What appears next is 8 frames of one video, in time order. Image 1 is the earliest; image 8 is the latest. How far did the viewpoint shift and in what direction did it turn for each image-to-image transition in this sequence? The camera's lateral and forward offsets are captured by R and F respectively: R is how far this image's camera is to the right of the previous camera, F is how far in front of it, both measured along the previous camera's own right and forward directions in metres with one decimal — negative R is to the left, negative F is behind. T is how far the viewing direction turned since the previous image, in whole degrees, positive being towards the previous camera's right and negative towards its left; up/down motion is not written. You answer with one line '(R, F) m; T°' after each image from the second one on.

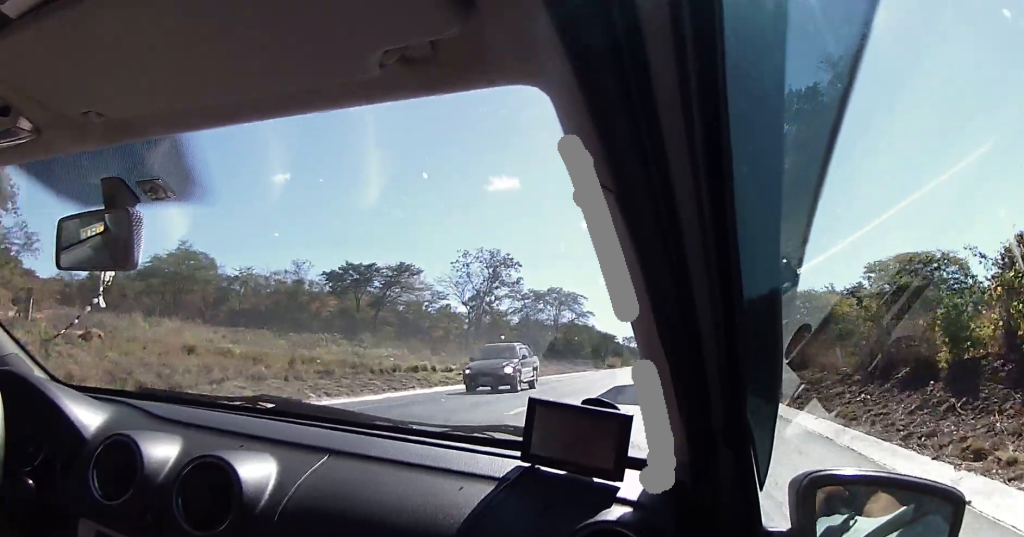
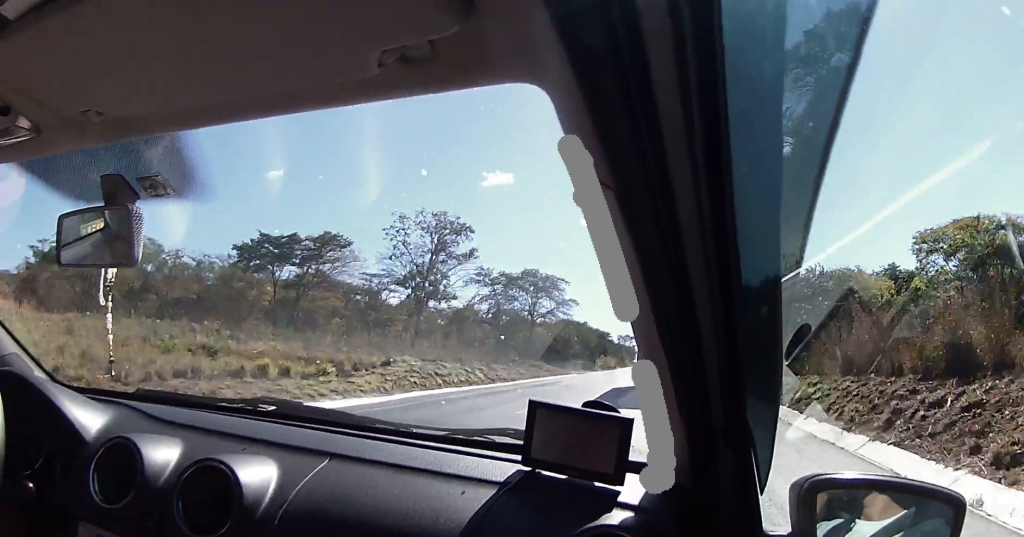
(-0.1, +14.5) m; -2°
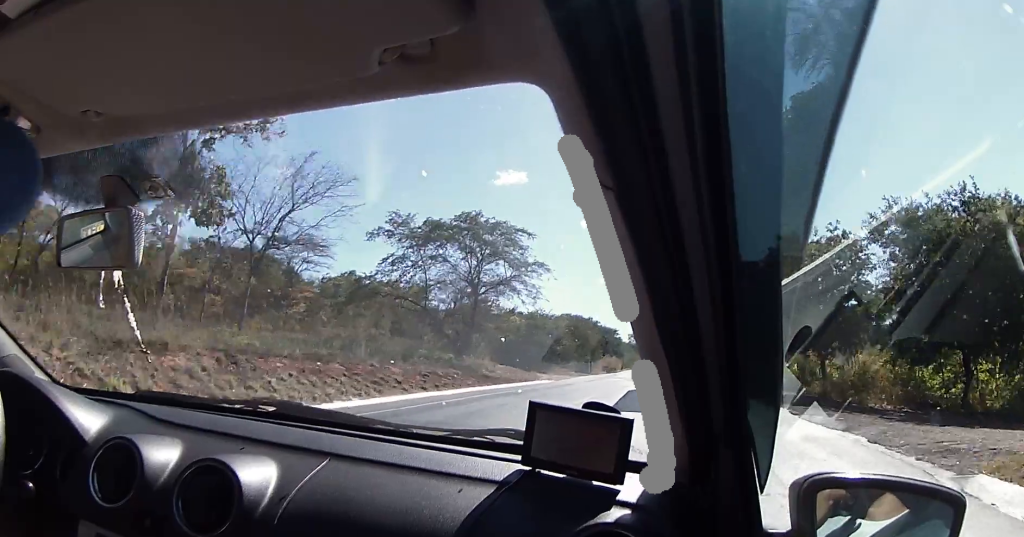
(-0.7, +27.1) m; -1°
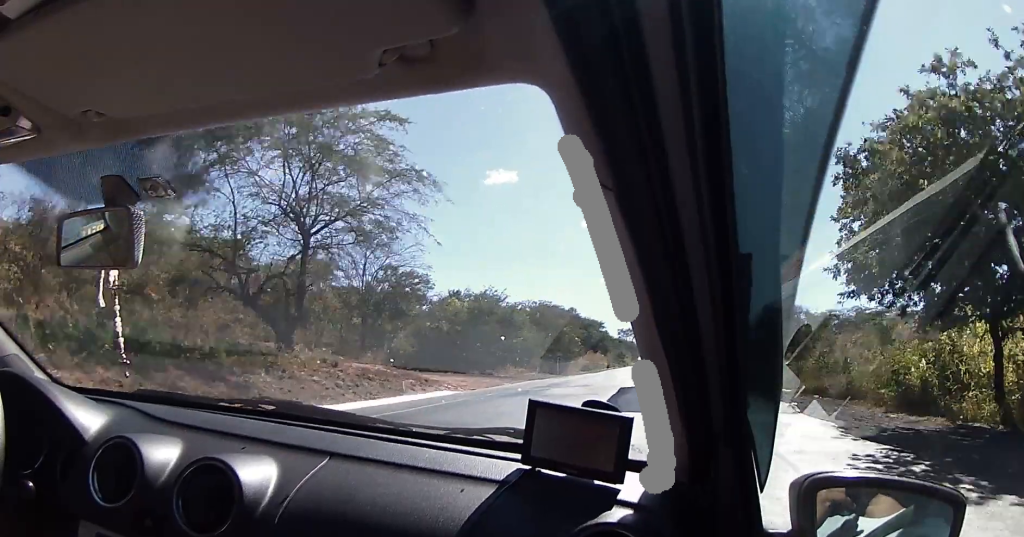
(+0.1, +22.0) m; 0°
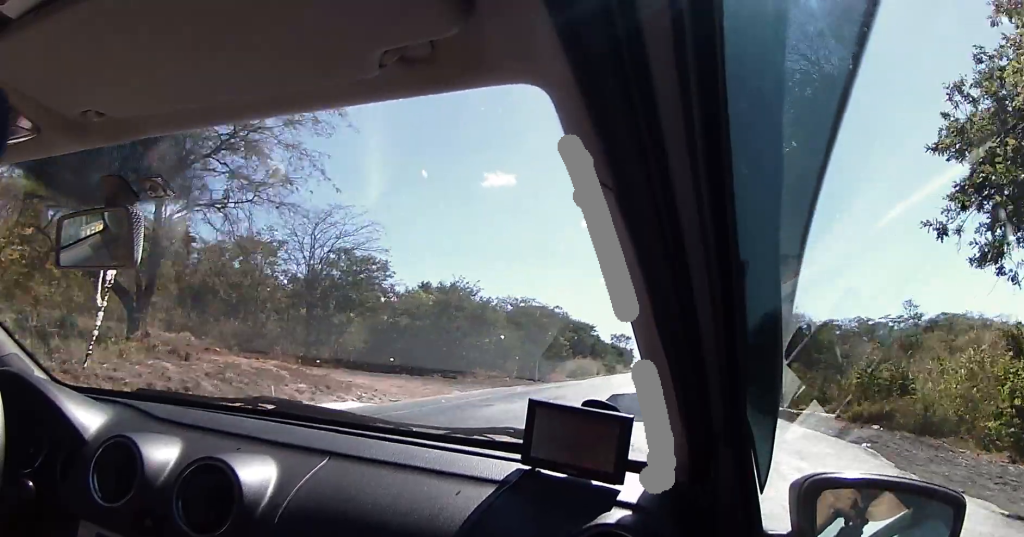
(-0.3, +8.1) m; 0°
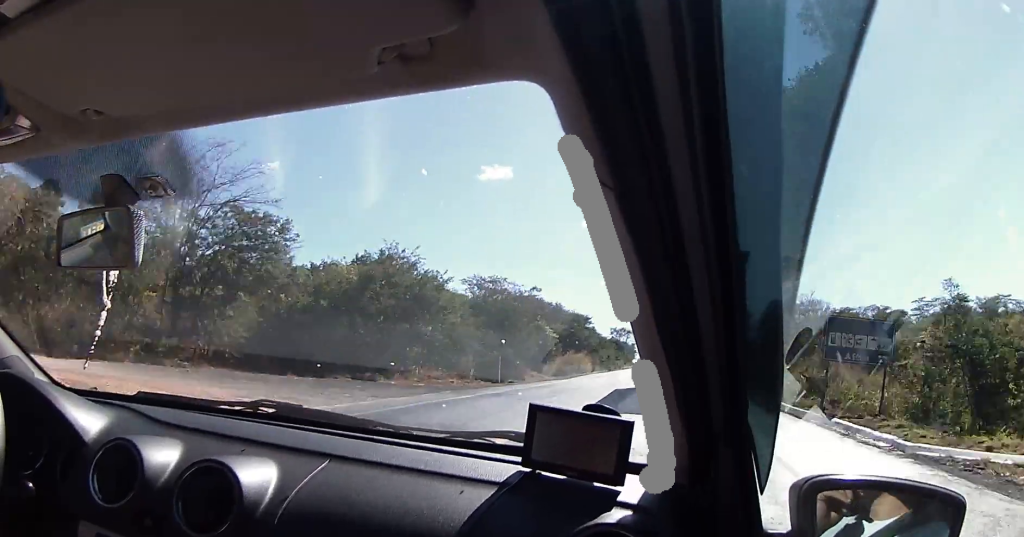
(+0.4, +14.2) m; +2°
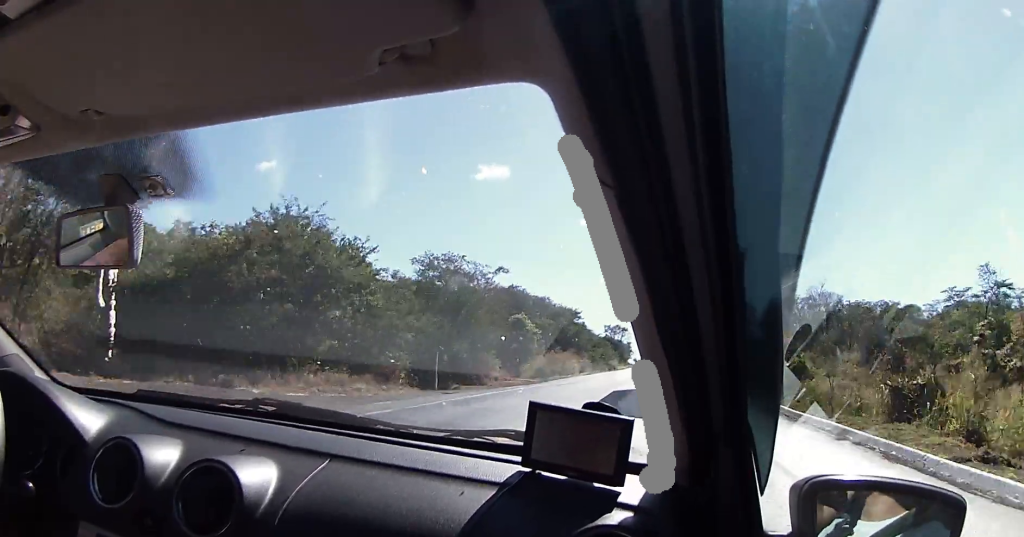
(+0.1, +11.7) m; +1°
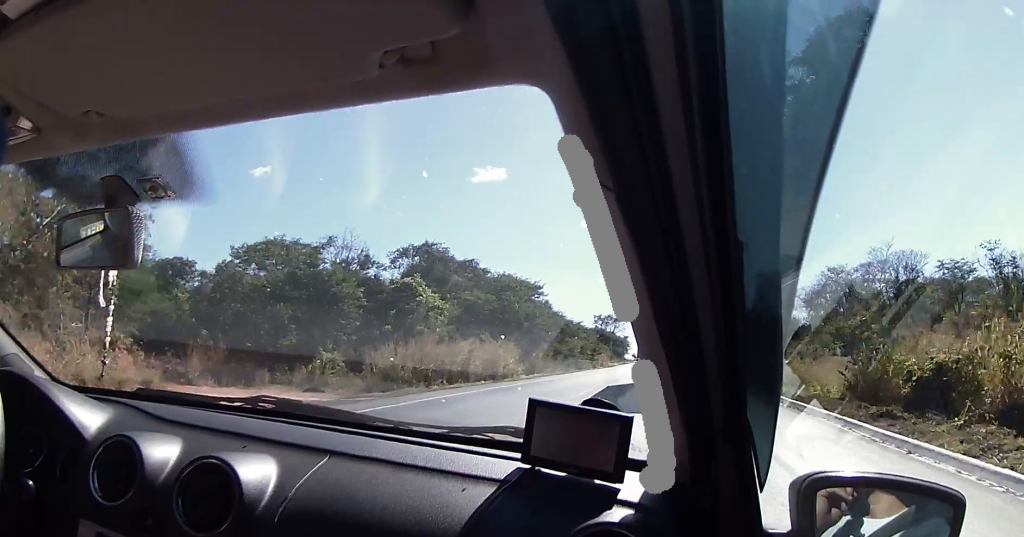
(-0.3, +37.8) m; -2°
